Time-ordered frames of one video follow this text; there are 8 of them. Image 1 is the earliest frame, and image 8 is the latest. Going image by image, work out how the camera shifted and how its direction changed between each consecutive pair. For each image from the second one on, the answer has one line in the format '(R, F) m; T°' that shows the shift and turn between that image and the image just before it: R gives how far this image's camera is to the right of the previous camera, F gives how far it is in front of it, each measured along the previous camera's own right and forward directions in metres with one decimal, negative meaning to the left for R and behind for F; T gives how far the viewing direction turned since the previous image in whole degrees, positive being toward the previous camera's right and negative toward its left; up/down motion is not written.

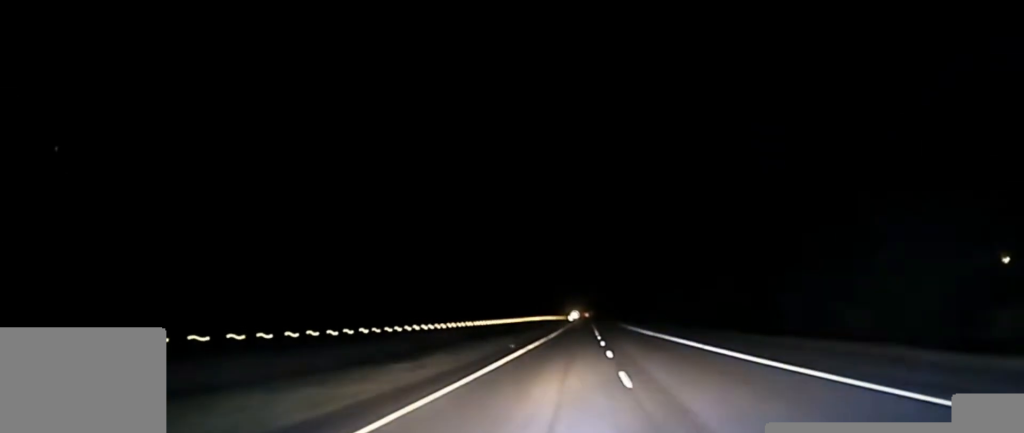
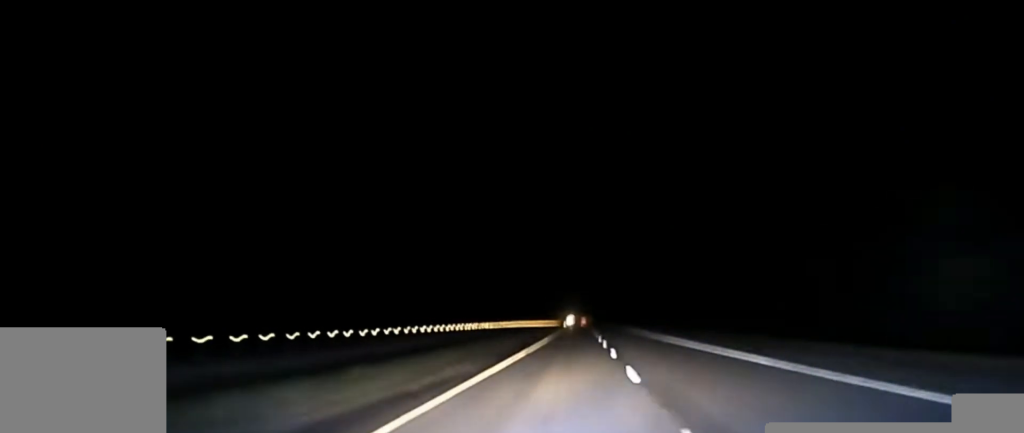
(0.0, +146.3) m; 0°
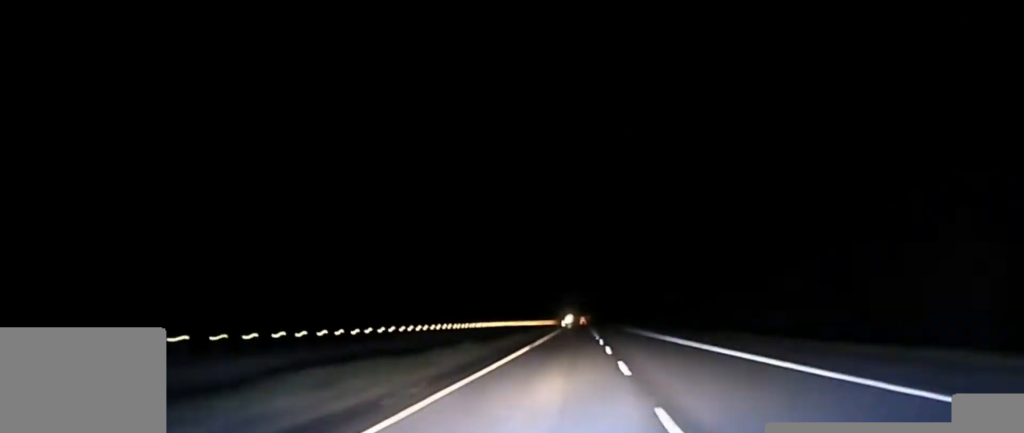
(0.0, +49.5) m; 0°
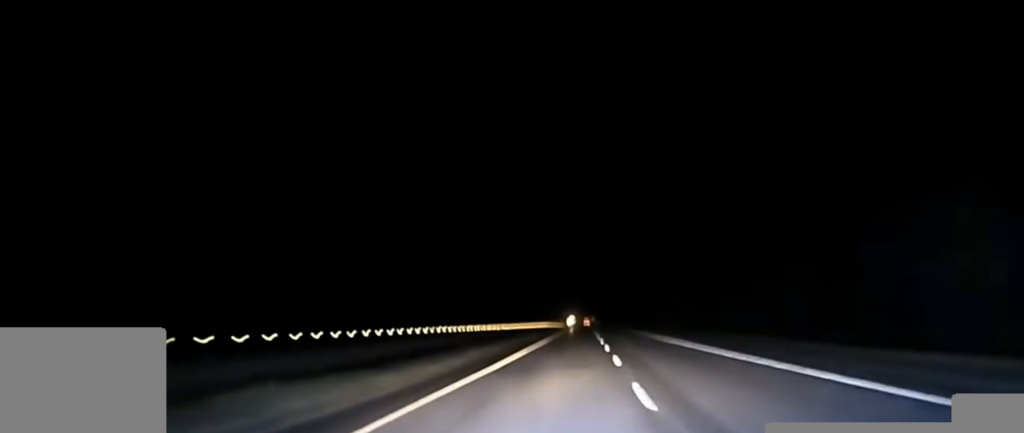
(+0.1, +101.2) m; 0°
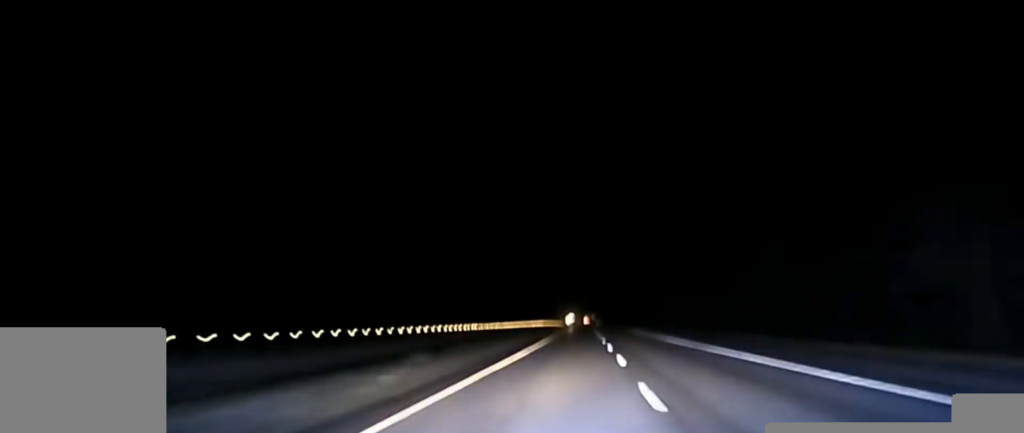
(0.0, +43.8) m; 0°
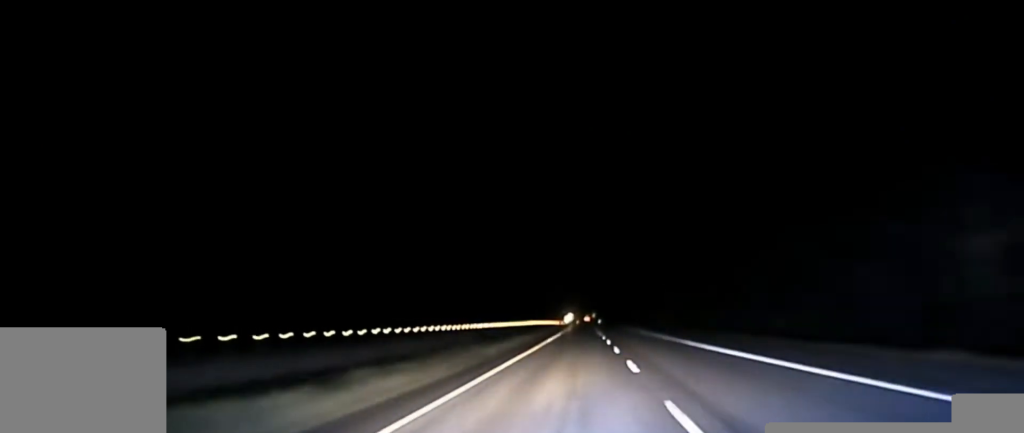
(-0.1, +56.5) m; 0°
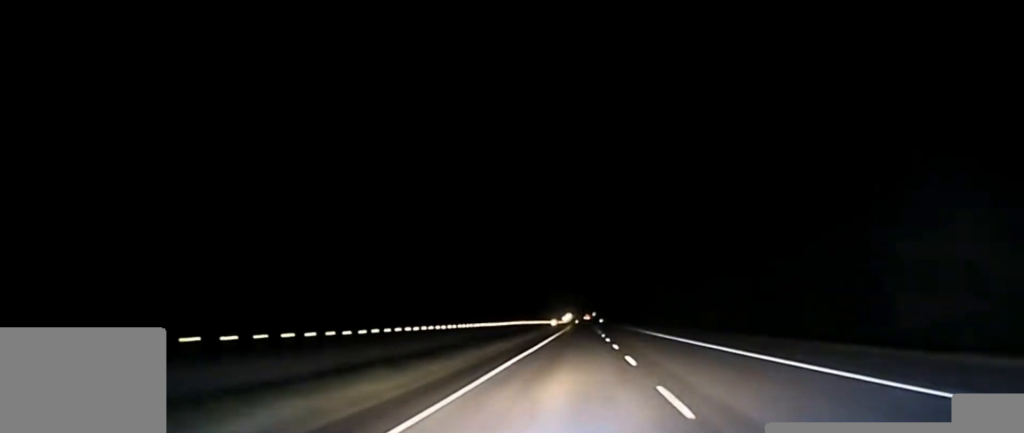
(-0.1, +54.8) m; 0°
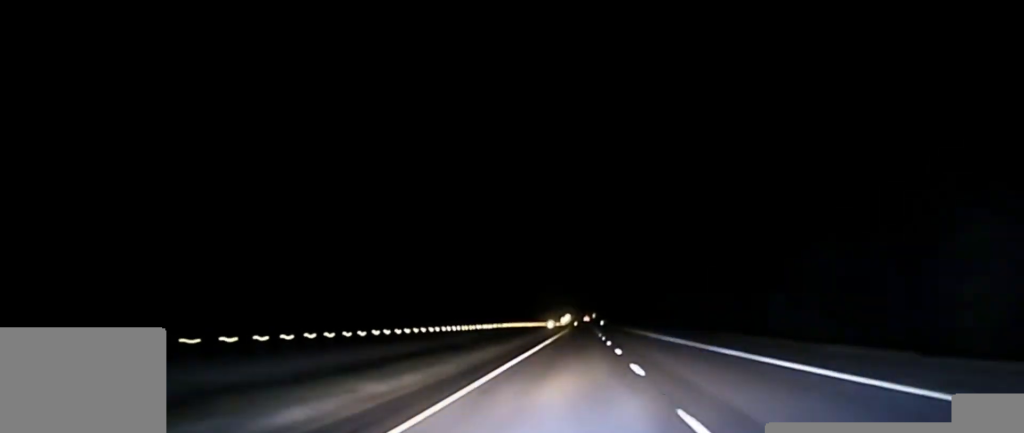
(0.0, +41.0) m; 0°
